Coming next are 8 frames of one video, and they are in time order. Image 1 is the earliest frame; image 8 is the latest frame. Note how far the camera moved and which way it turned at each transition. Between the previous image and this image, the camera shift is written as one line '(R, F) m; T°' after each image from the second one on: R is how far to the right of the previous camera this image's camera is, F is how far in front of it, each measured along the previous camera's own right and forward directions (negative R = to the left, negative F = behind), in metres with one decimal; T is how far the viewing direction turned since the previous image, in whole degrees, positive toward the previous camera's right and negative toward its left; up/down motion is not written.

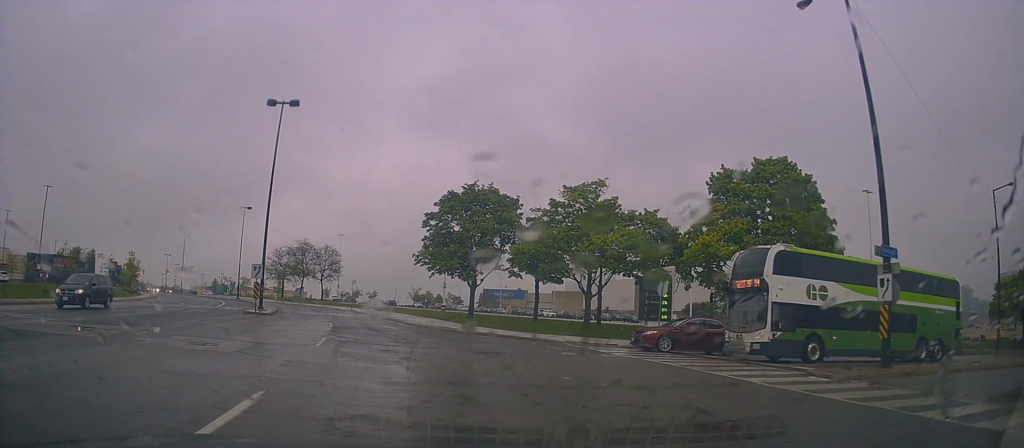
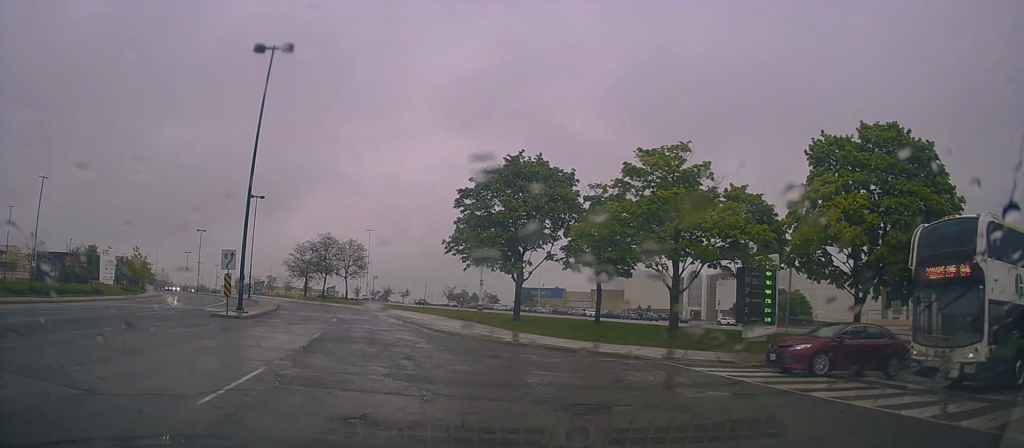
(+0.2, +8.1) m; -7°
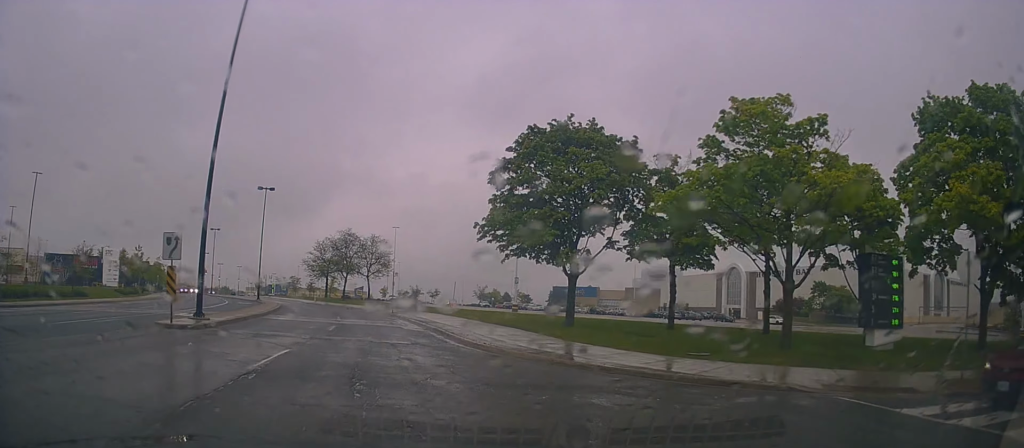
(-1.0, +7.1) m; -5°
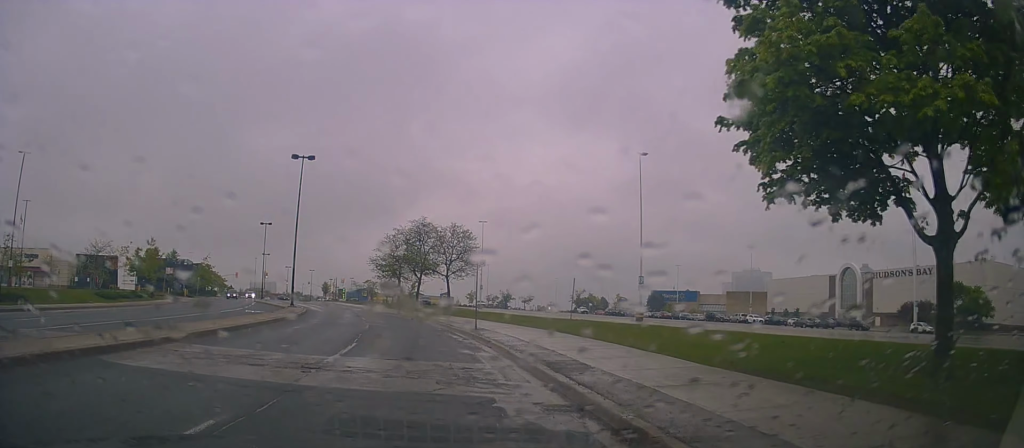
(-1.1, +17.1) m; -5°
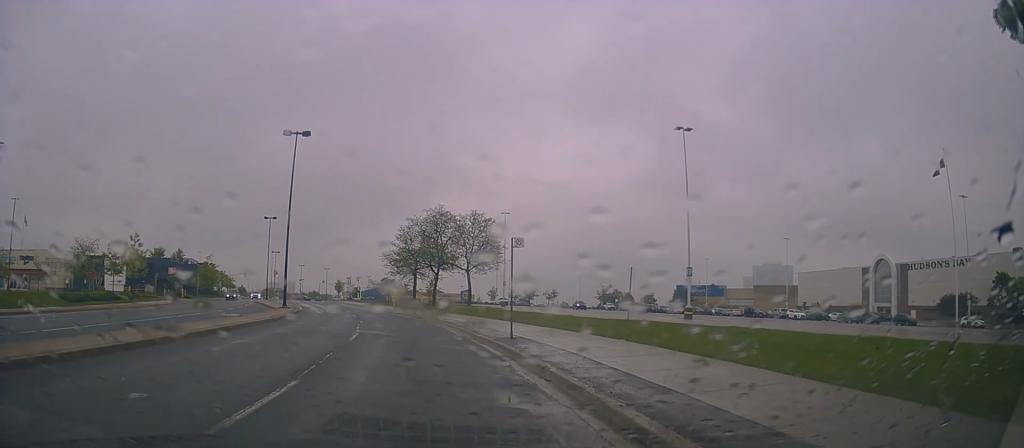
(-0.2, +7.0) m; -2°
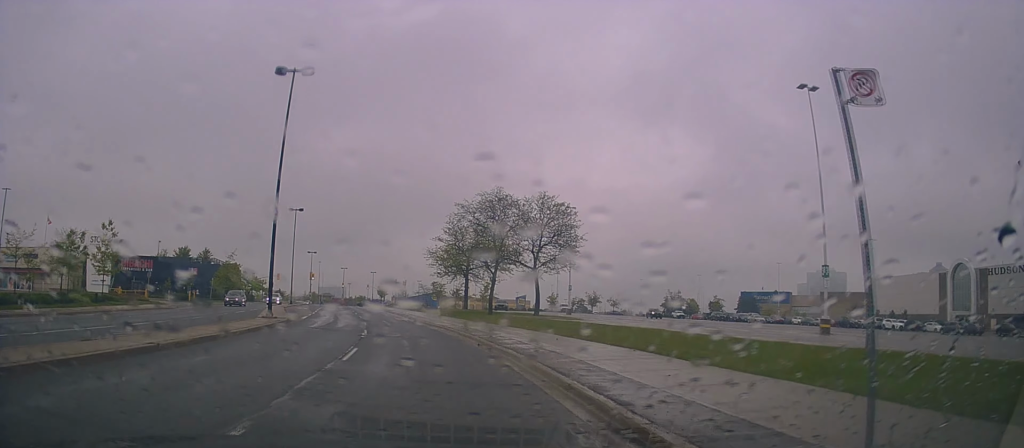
(-0.3, +12.9) m; -5°
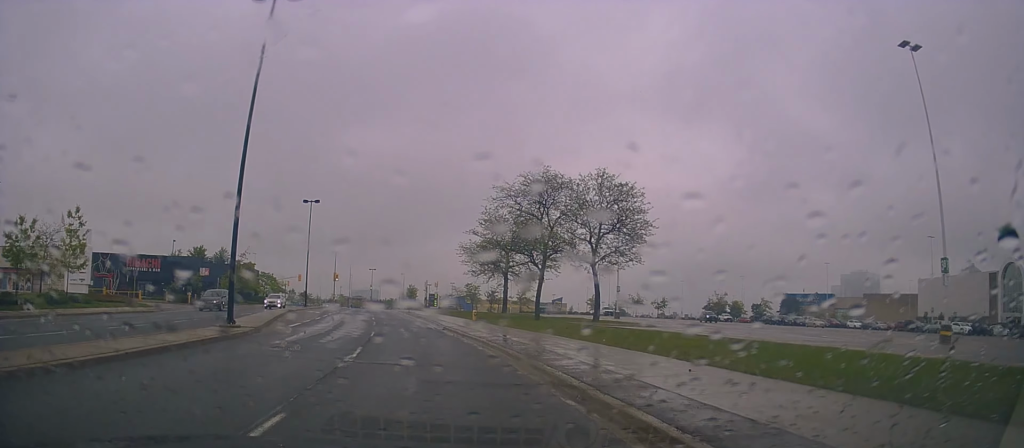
(-0.4, +8.9) m; -4°
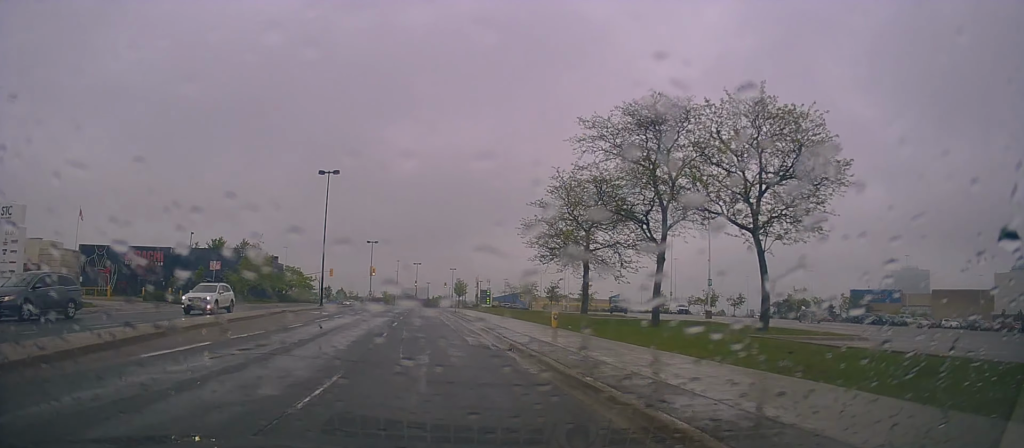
(-0.7, +14.2) m; -4°
